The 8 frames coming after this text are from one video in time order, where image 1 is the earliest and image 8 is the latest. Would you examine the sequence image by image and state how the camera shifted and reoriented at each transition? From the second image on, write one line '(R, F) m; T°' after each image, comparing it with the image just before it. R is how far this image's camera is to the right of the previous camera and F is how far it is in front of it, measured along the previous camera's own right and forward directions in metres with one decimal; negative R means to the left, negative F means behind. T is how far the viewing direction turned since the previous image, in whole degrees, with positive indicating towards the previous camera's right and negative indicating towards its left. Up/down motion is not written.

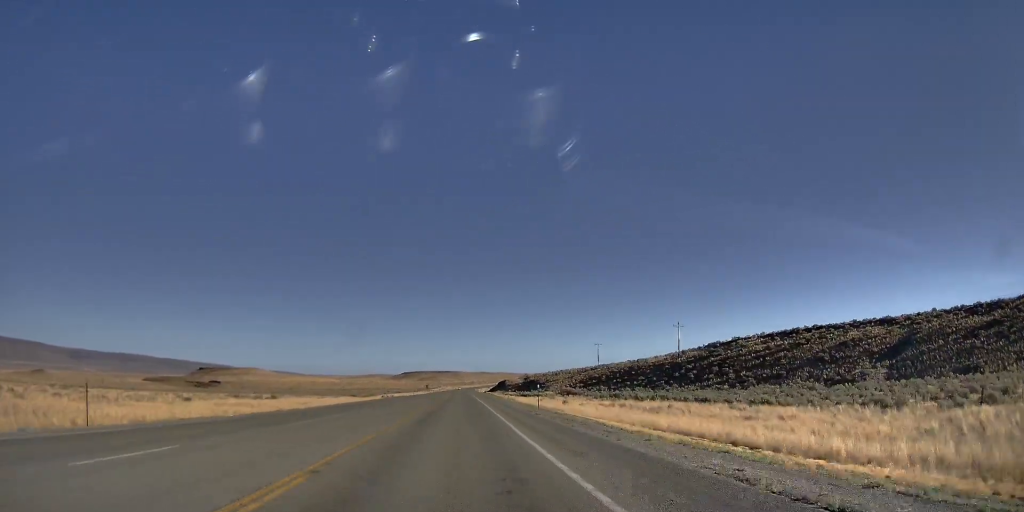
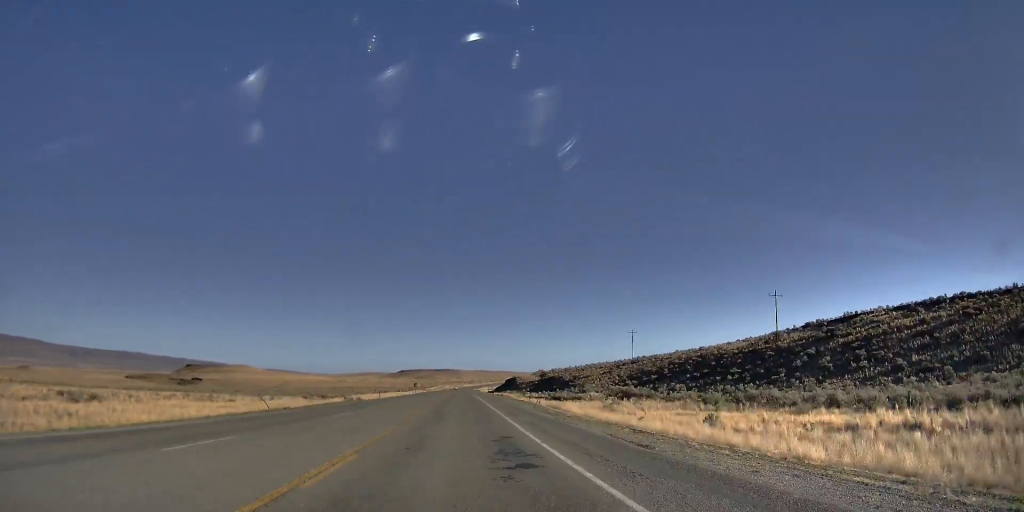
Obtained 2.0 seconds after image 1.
(-1.2, +48.0) m; -2°
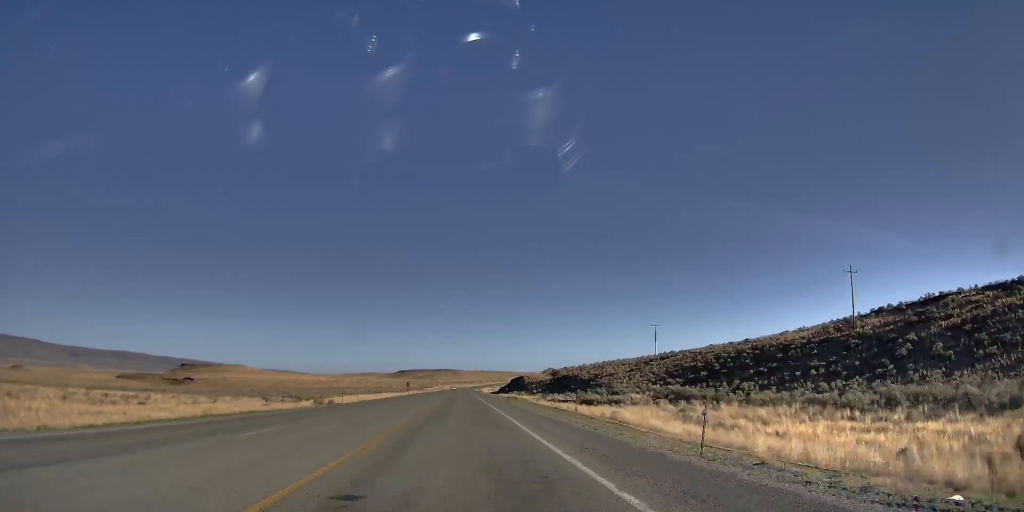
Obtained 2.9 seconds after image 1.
(+0.1, +19.2) m; 0°
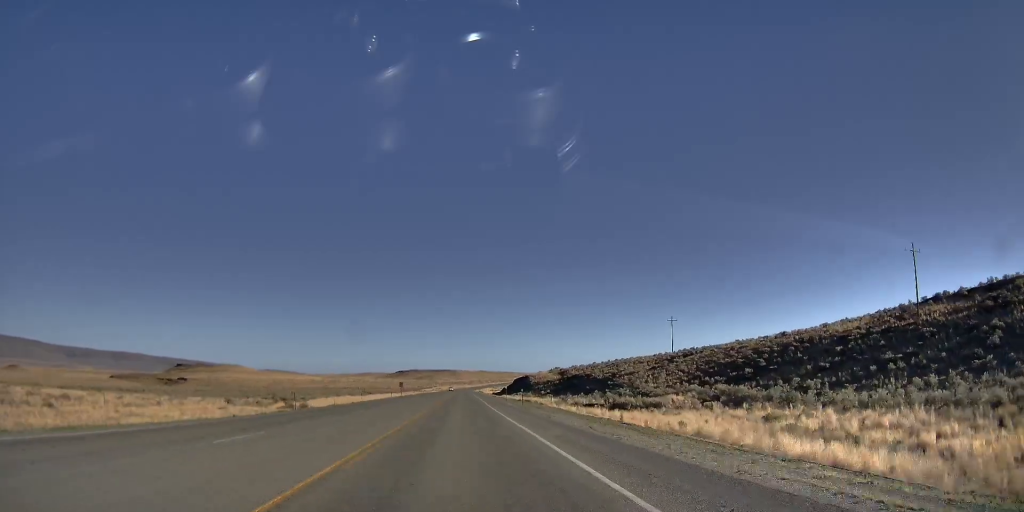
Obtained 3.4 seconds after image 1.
(0.0, +12.2) m; 0°
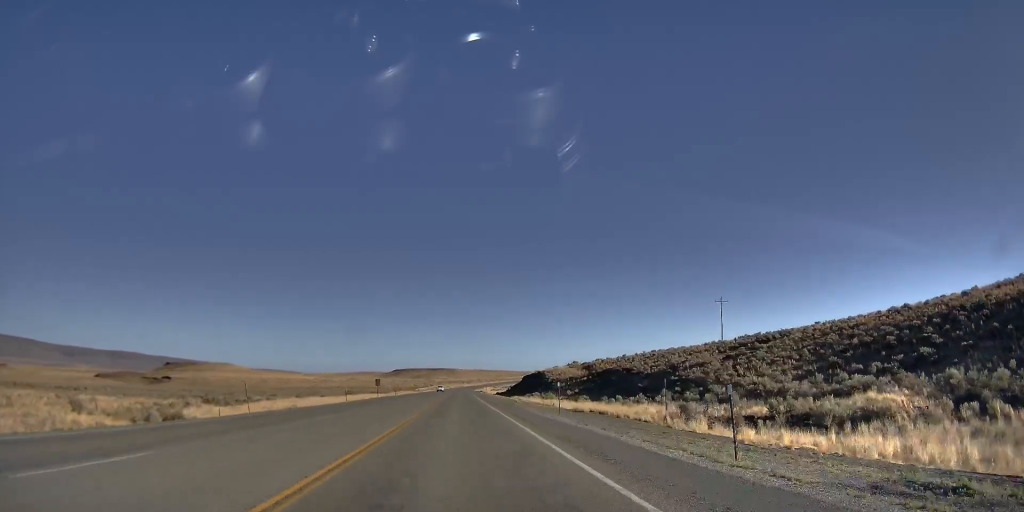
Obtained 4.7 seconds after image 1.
(-0.2, +32.3) m; 0°
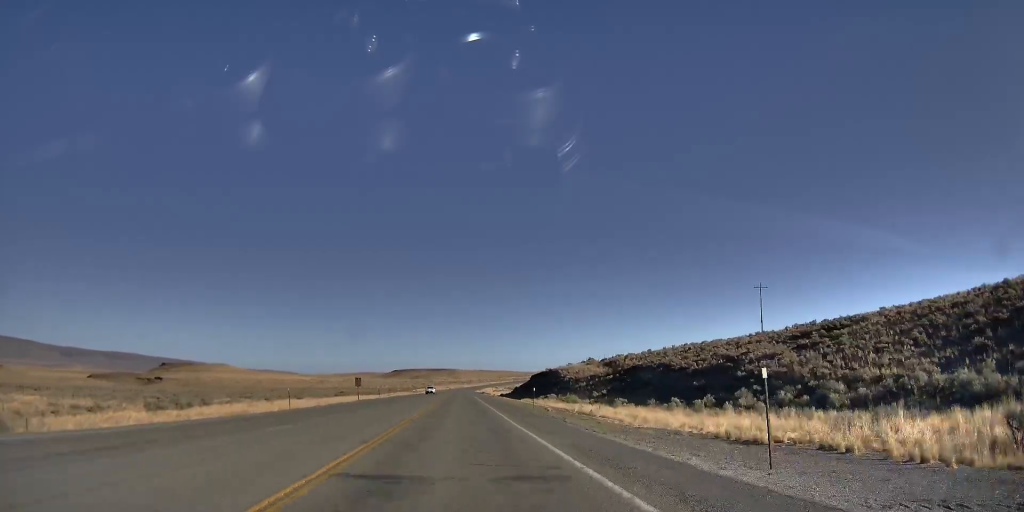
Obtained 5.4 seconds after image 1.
(-0.2, +20.7) m; +1°
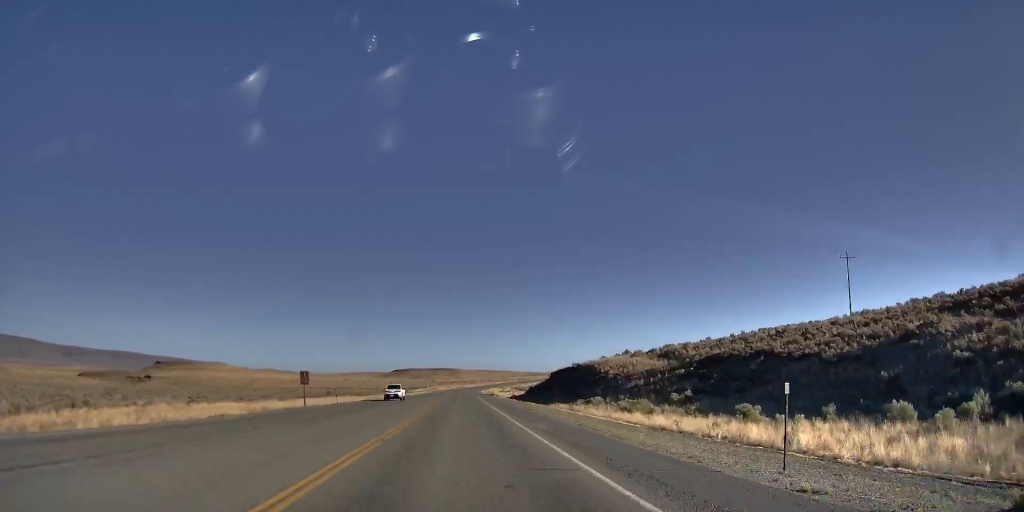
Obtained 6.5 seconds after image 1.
(+0.8, +35.5) m; +2°
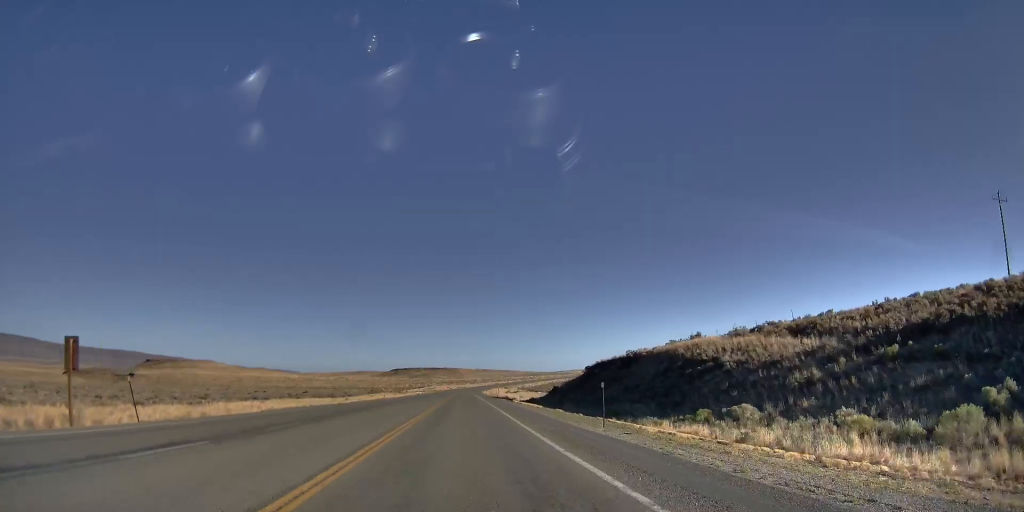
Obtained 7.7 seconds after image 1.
(+0.3, +45.1) m; 0°
